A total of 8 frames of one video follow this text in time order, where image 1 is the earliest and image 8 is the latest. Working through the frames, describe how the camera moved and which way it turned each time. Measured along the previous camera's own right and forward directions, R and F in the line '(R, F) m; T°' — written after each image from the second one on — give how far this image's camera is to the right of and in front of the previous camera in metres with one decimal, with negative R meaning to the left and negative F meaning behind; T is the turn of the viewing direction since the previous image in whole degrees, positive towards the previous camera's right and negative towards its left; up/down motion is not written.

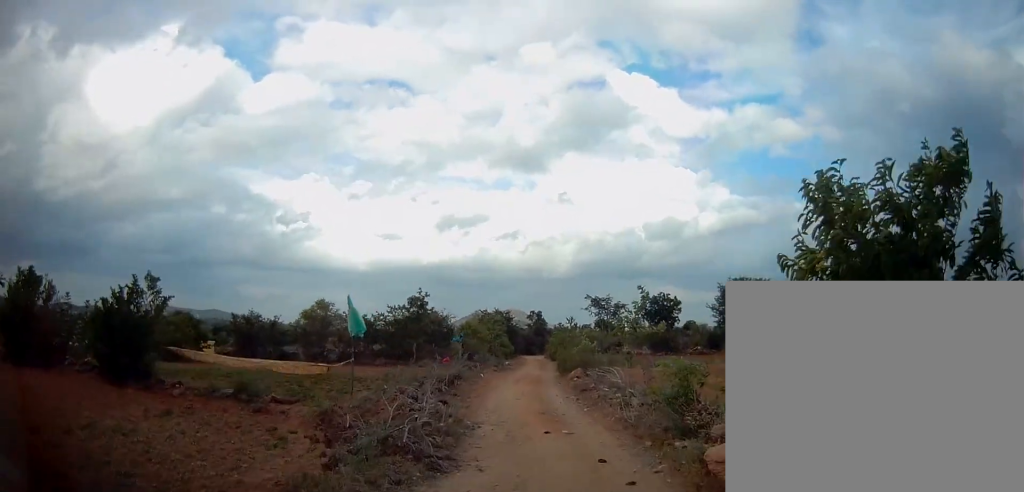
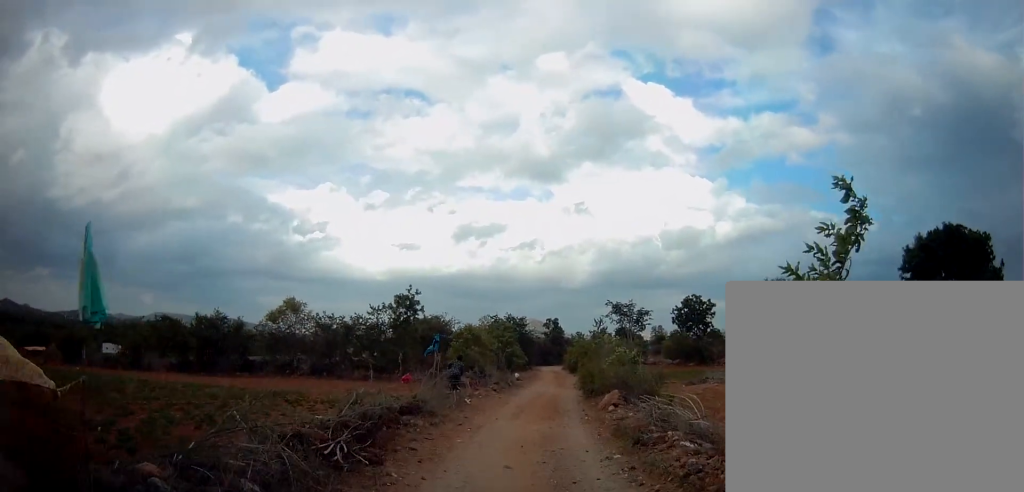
(+0.1, +7.4) m; -1°
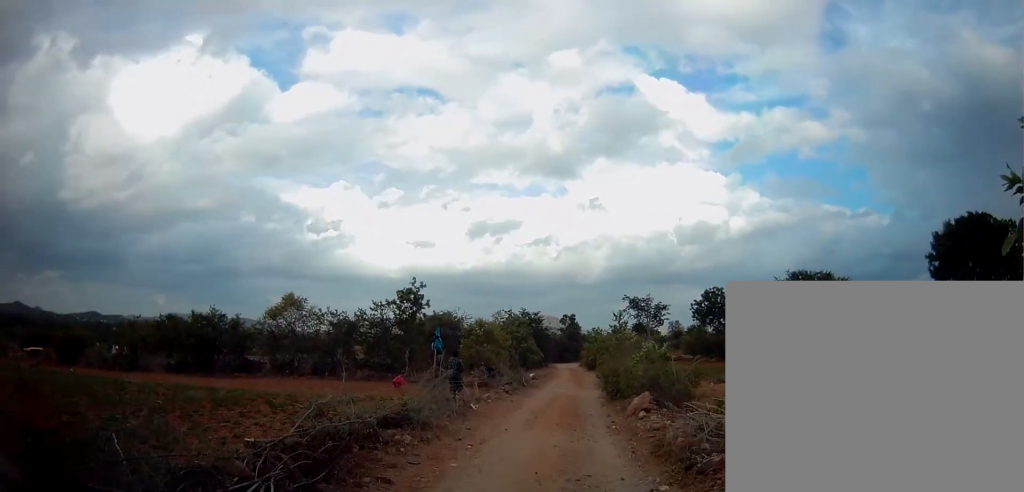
(-0.1, +2.0) m; 0°
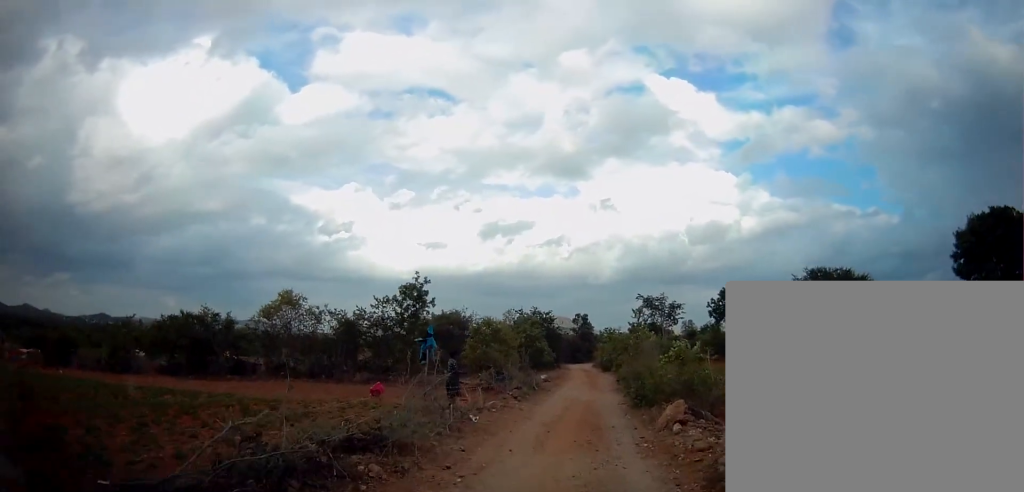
(0.0, +2.0) m; 0°
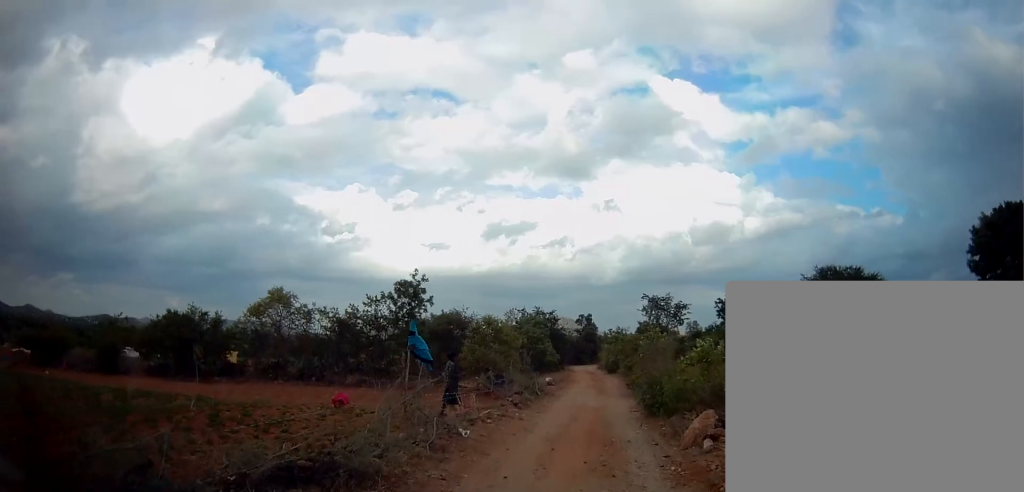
(+0.1, +1.7) m; -1°
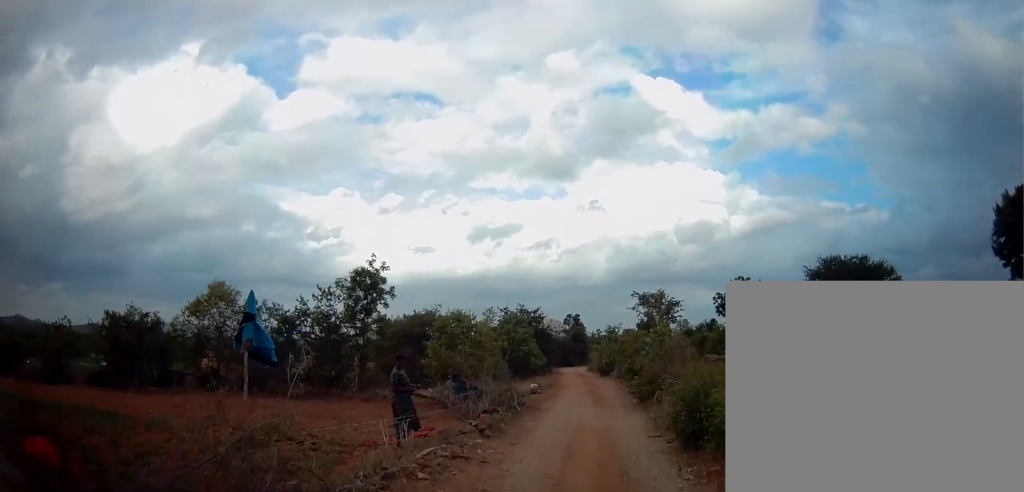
(-0.2, +4.6) m; -2°
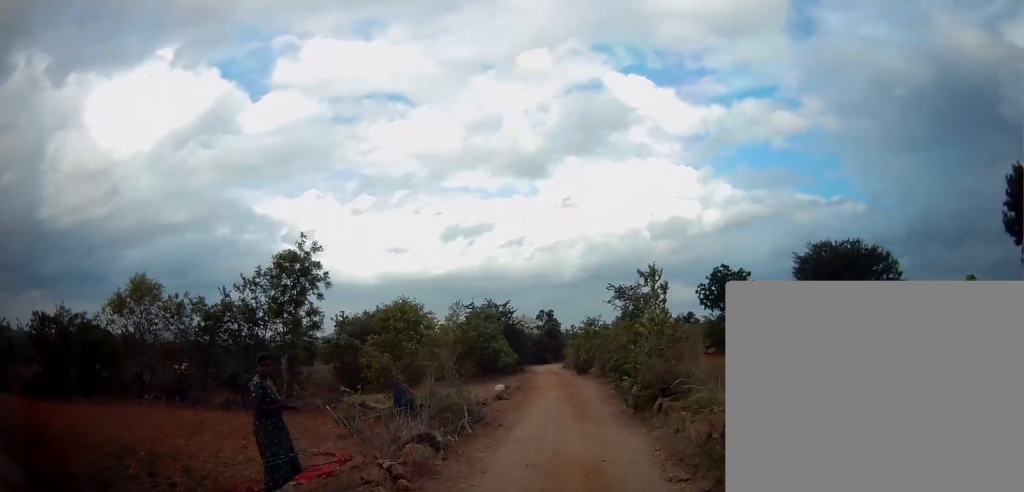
(+0.1, +3.8) m; +3°
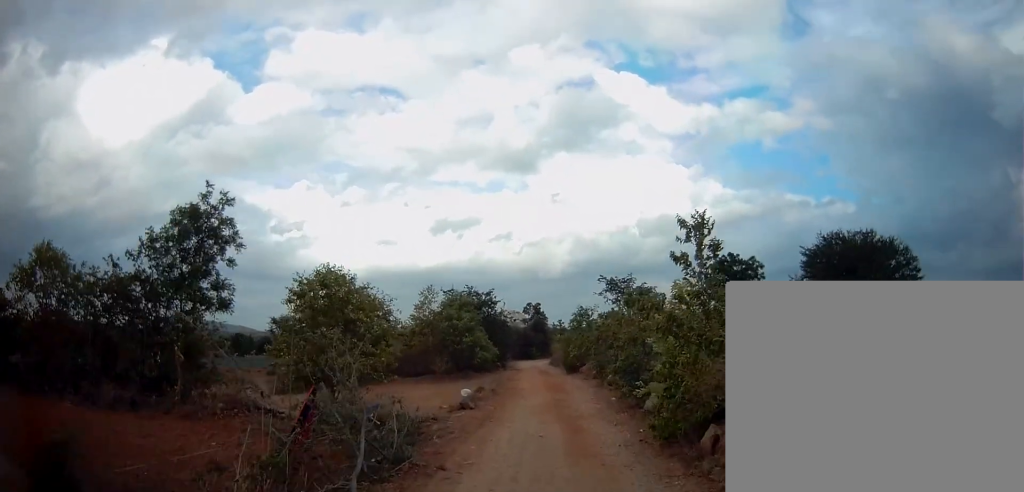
(+0.2, +4.7) m; +4°
